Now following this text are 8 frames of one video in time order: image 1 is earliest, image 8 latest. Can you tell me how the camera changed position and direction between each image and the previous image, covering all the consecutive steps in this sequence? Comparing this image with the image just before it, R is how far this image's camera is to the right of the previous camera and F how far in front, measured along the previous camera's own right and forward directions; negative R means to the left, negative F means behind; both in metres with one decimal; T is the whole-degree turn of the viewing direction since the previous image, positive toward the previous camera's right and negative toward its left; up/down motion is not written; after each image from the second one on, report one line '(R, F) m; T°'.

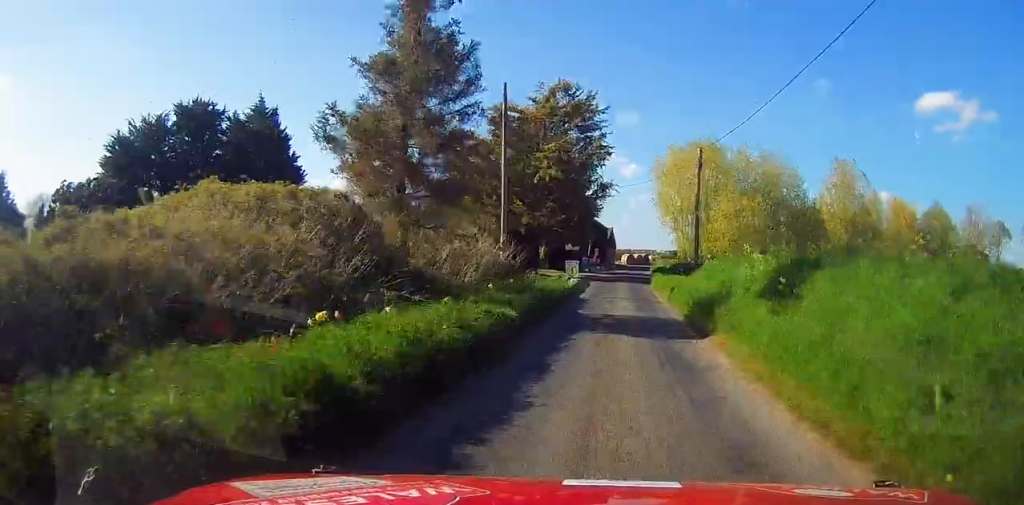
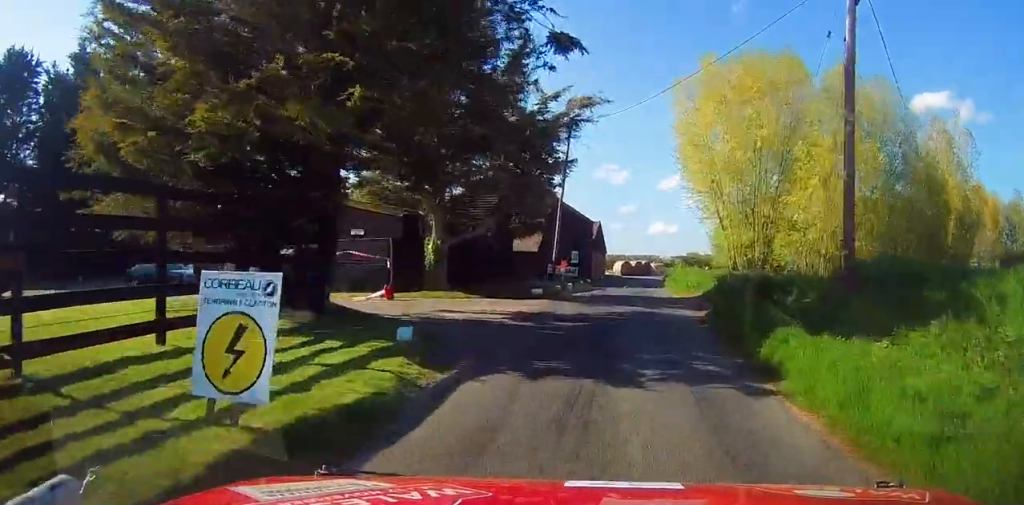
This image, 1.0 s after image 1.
(0.0, +29.0) m; +1°
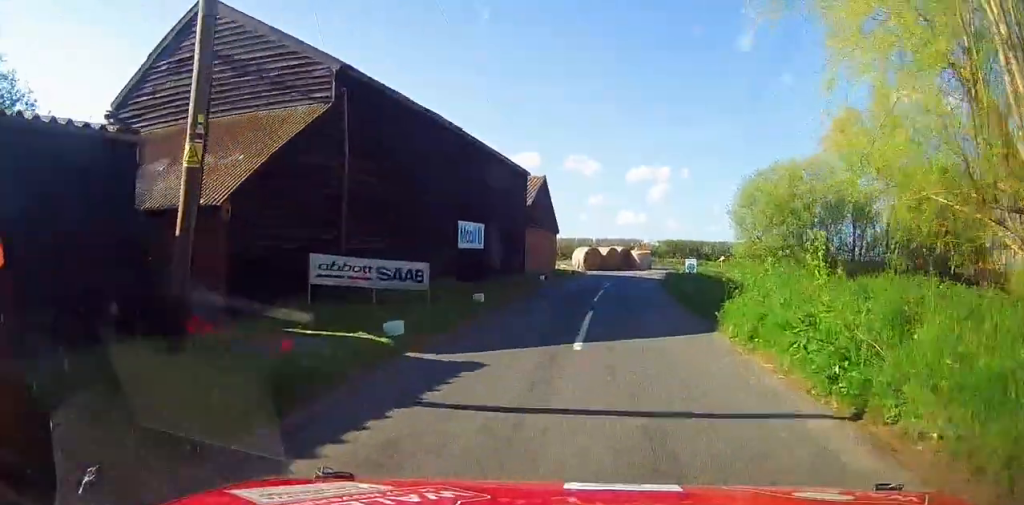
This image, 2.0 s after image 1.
(+0.3, +27.6) m; +2°
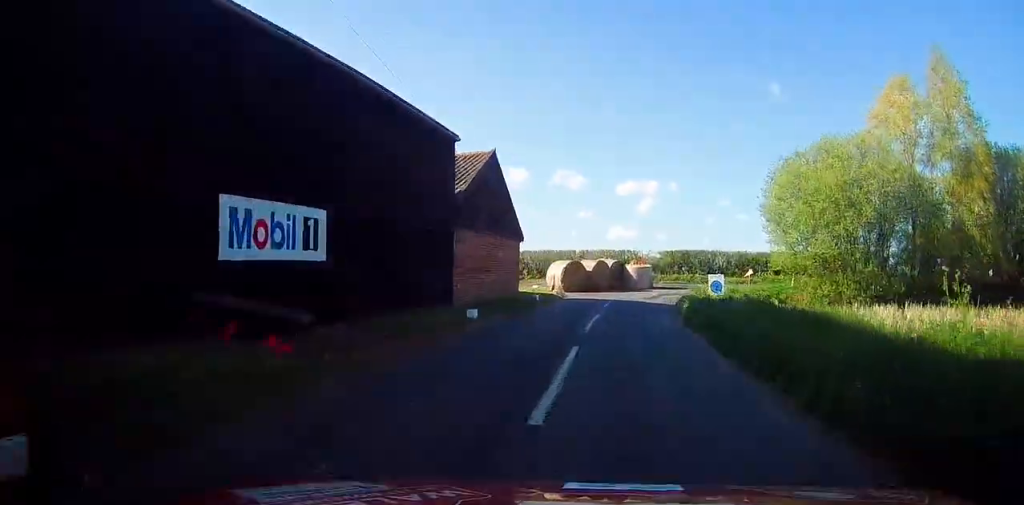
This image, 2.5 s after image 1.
(+0.1, +12.7) m; +1°
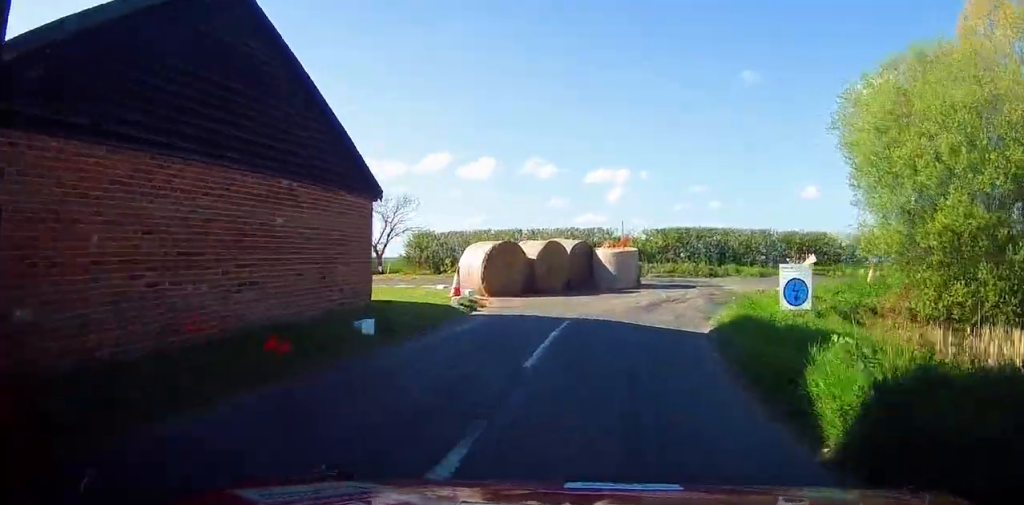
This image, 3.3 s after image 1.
(+0.3, +14.5) m; +2°
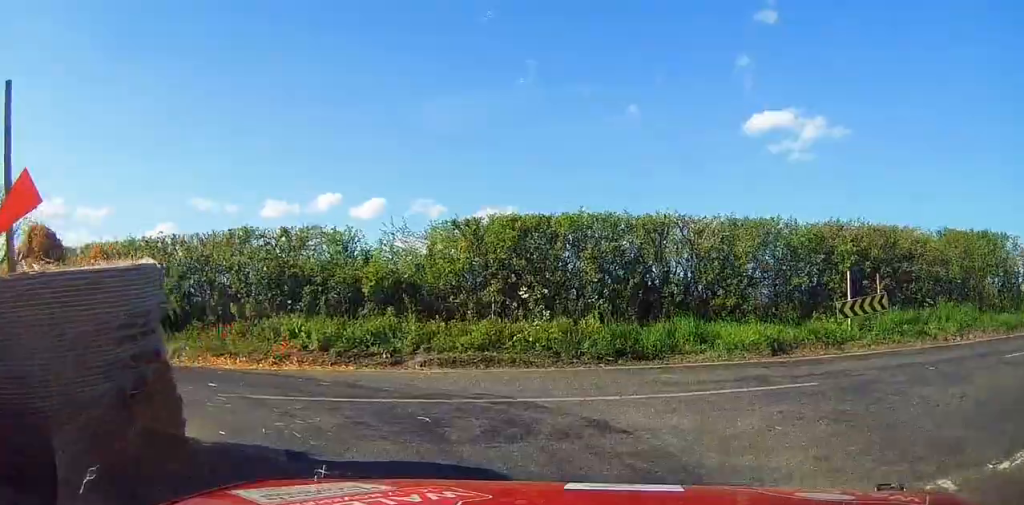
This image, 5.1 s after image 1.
(+1.3, +22.2) m; -6°
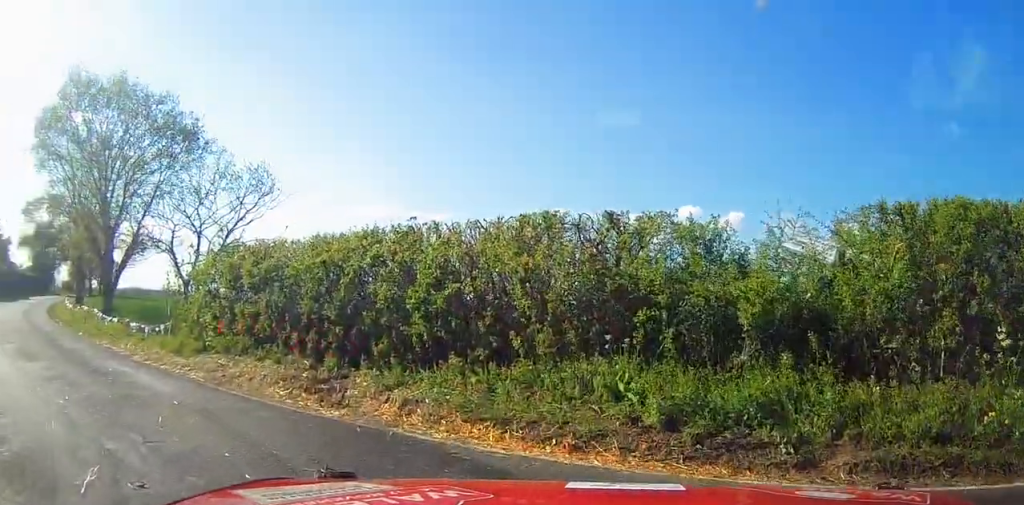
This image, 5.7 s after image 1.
(0.0, +5.2) m; -19°
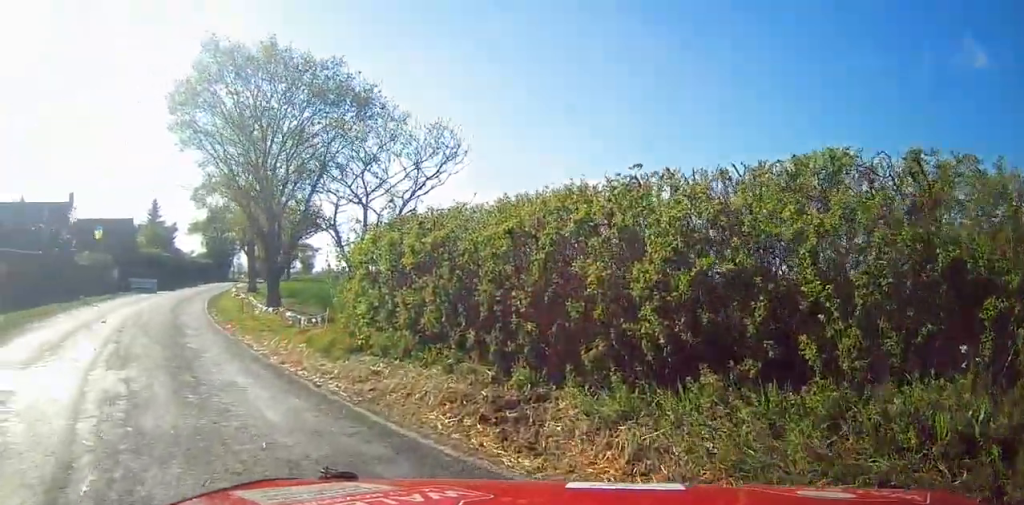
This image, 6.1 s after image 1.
(-1.0, +2.7) m; -18°
